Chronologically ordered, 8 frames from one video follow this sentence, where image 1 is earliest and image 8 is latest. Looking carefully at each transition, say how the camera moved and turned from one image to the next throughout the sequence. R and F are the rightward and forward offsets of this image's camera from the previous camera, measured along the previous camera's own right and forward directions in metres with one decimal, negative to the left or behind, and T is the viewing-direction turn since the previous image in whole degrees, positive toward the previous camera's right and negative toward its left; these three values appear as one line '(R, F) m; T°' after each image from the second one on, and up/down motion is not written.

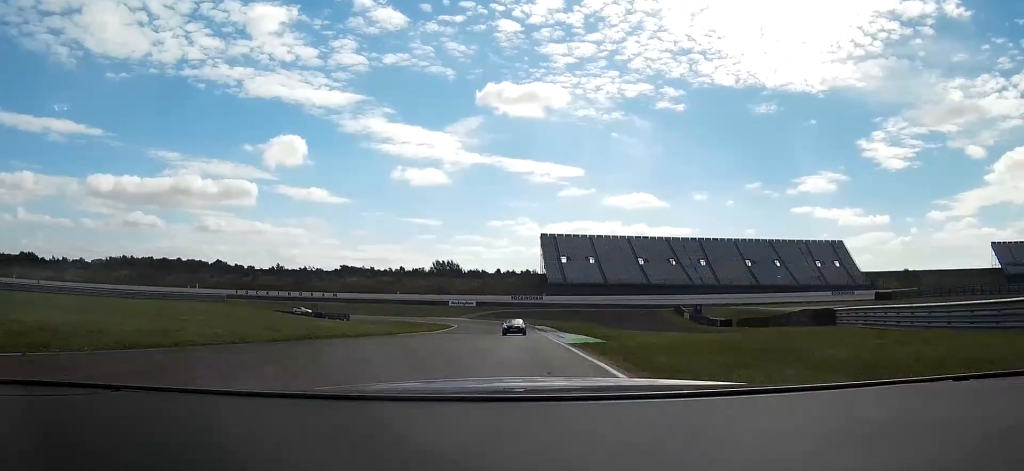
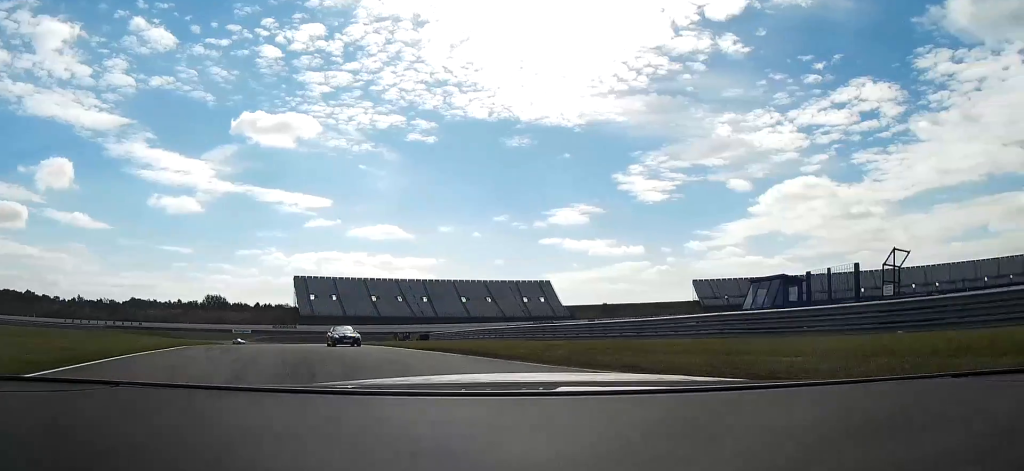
(+3.8, +55.9) m; +18°
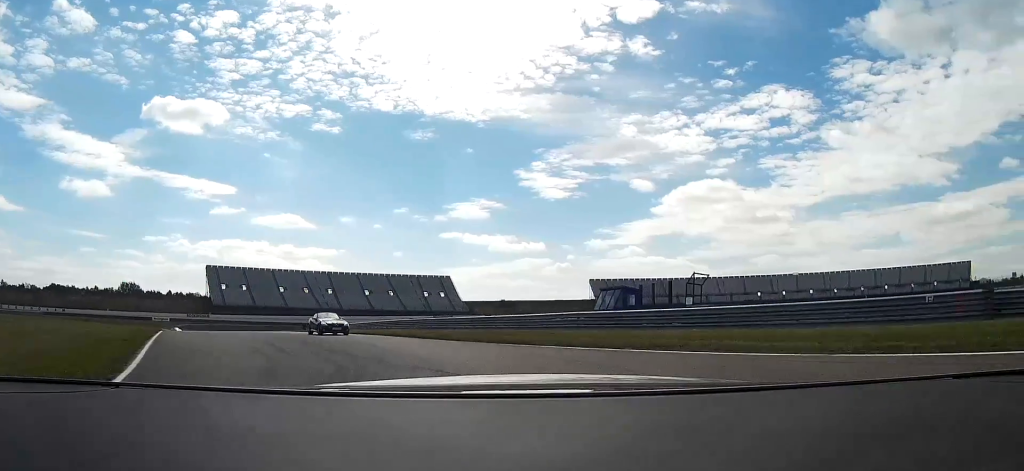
(+1.6, +9.6) m; +12°
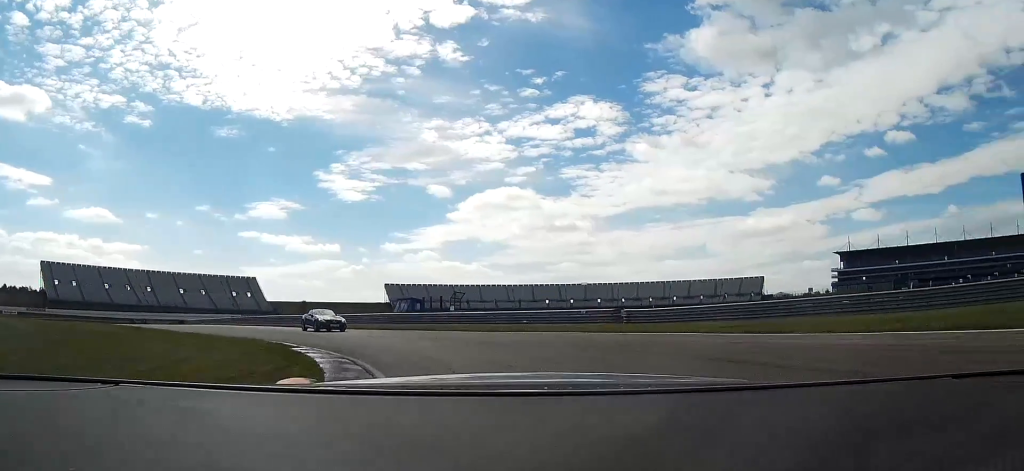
(+3.7, +18.2) m; +23°
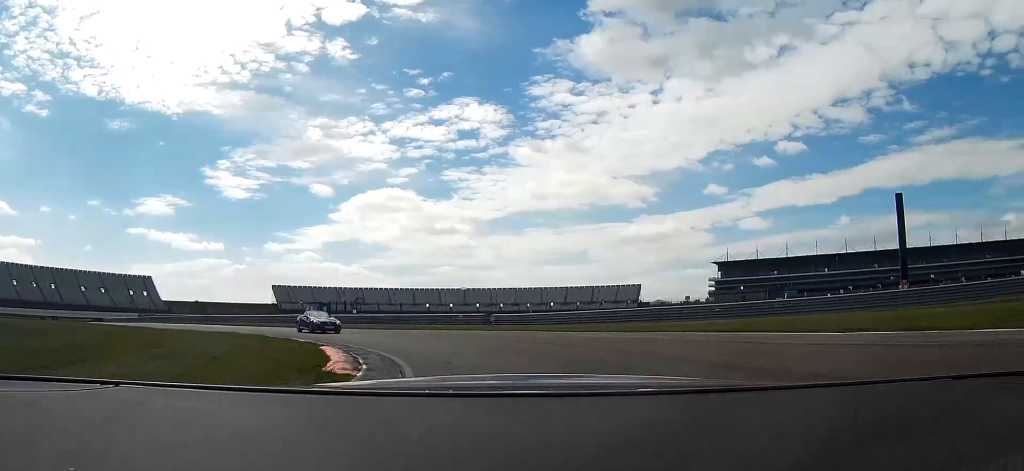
(+0.5, +10.6) m; +13°
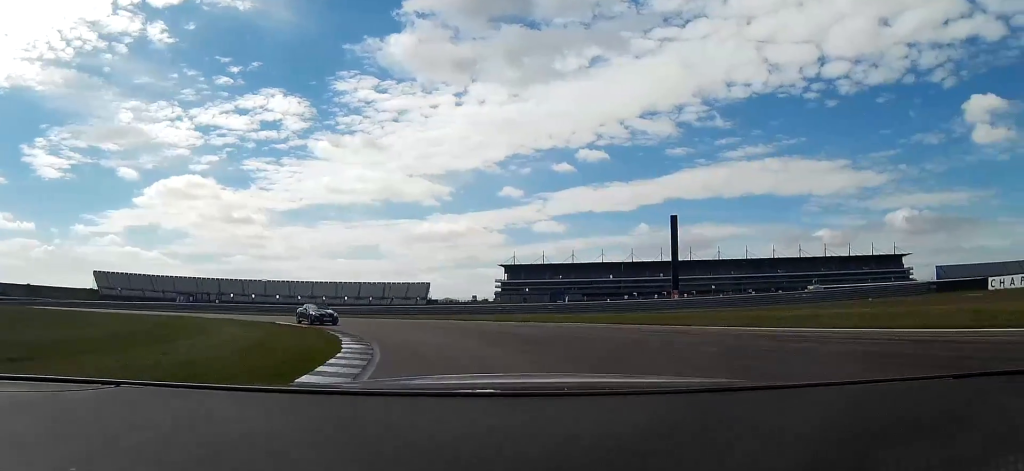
(+3.4, +21.0) m; +19°
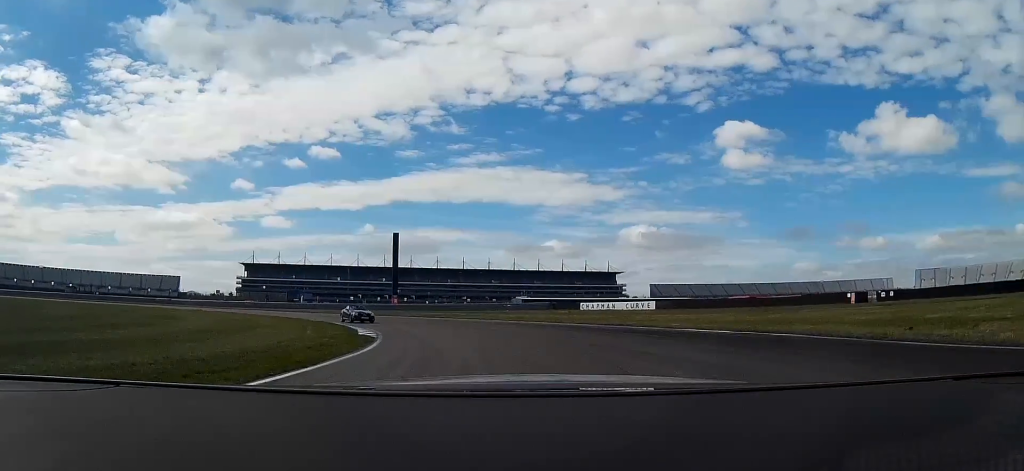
(+9.7, +39.8) m; +20°
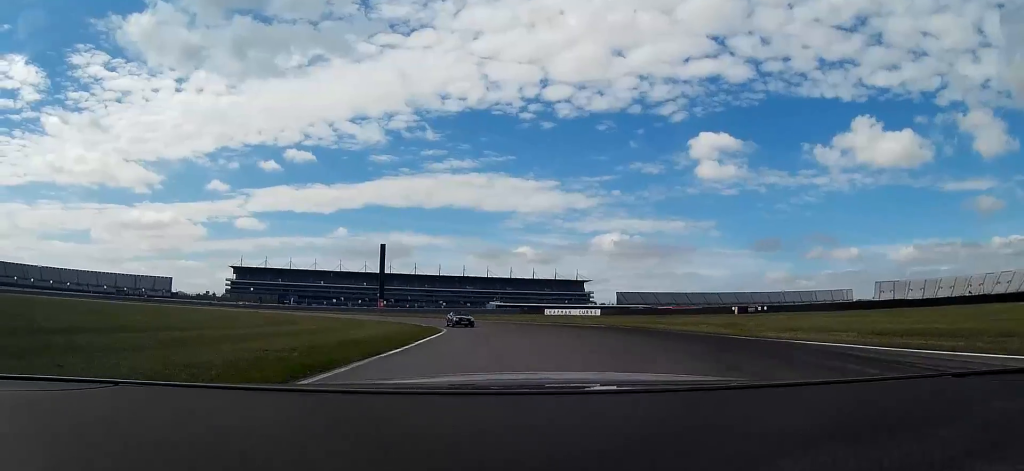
(+1.4, +25.3) m; +2°
